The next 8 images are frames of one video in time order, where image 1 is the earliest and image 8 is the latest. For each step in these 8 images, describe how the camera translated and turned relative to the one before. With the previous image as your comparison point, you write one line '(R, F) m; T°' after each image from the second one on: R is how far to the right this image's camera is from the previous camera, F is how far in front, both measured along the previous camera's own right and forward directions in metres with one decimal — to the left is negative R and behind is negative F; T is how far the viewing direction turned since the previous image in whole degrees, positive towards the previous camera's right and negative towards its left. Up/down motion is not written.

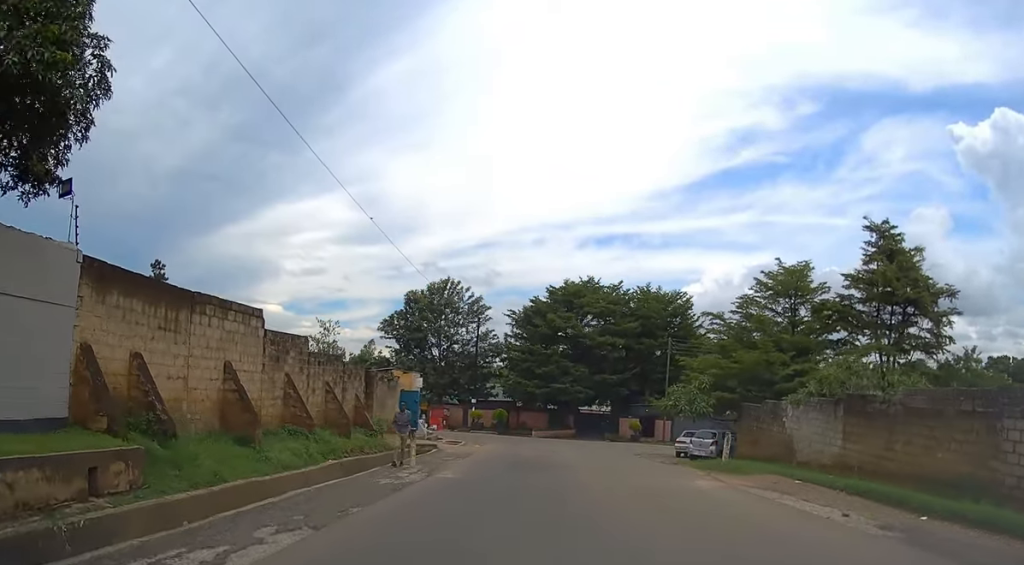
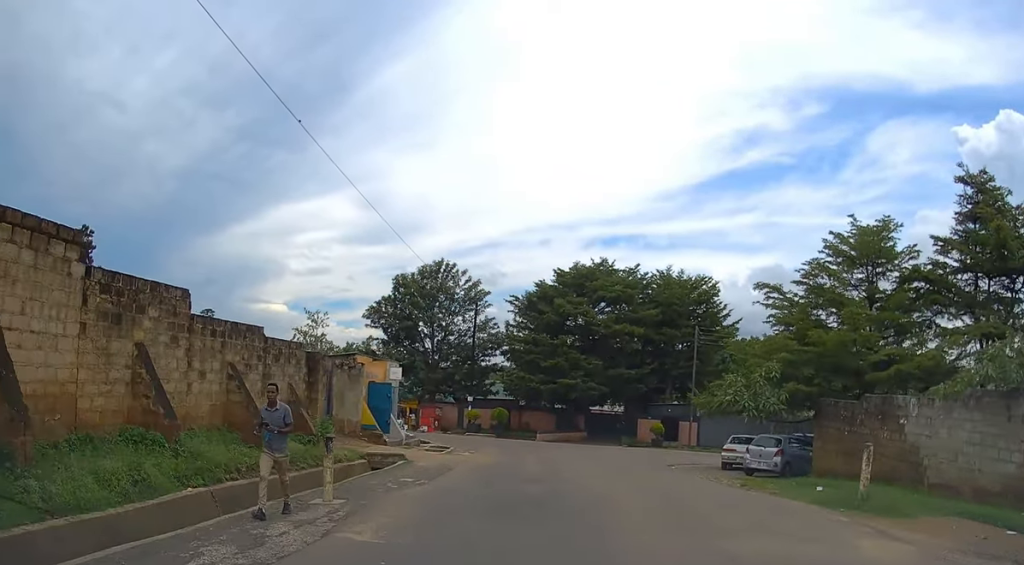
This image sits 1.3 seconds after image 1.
(+0.1, +8.4) m; 0°
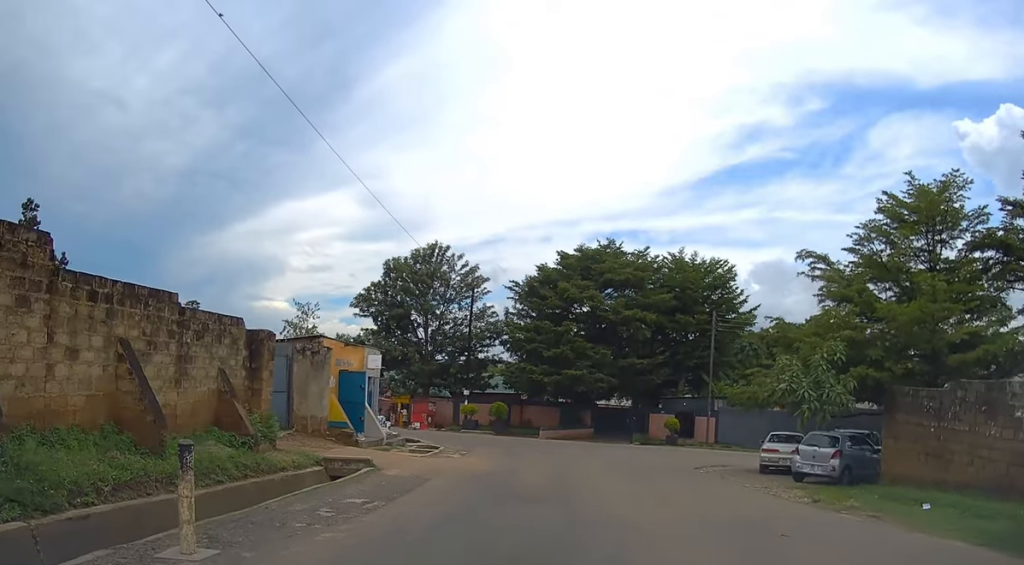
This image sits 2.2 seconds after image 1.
(0.0, +5.0) m; -1°
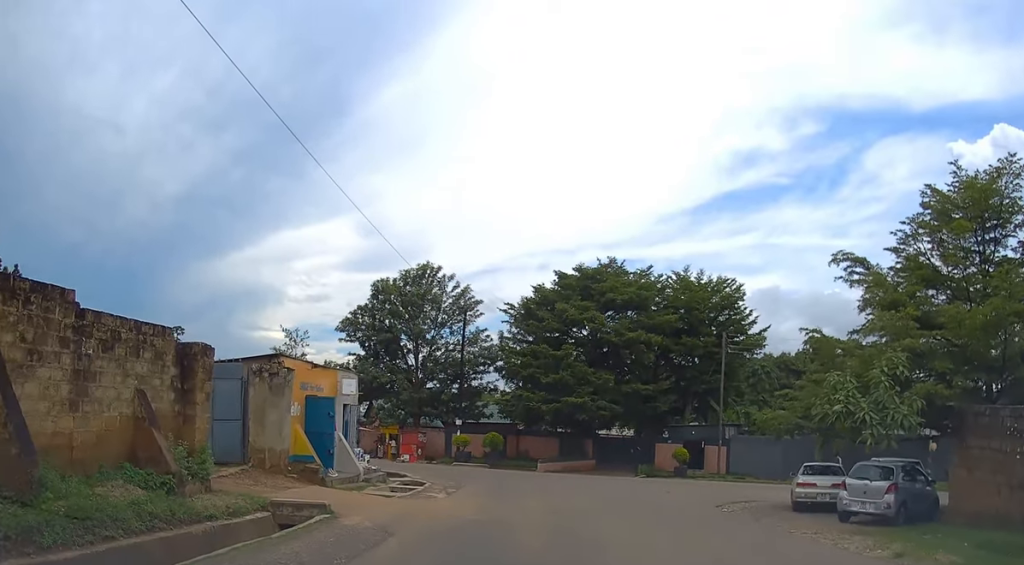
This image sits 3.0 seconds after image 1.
(-0.1, +3.8) m; -1°
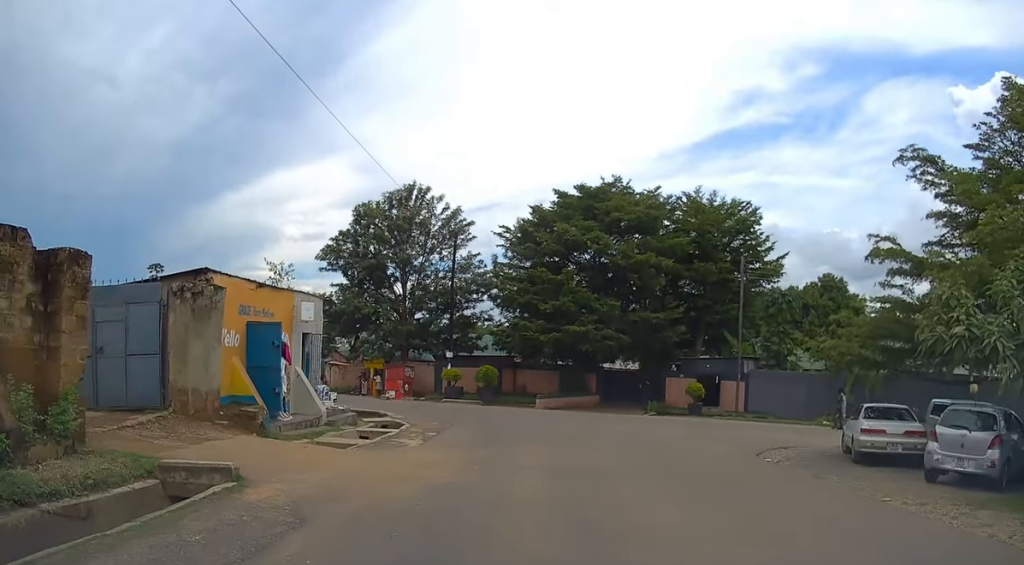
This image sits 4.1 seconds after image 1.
(+0.1, +4.4) m; +3°
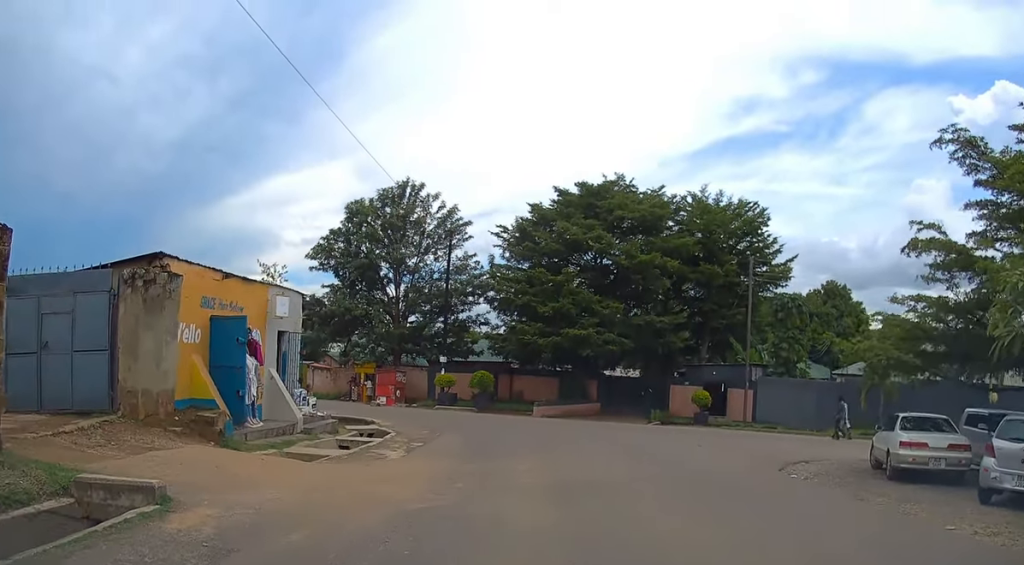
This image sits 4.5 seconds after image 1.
(+0.1, +1.9) m; 0°
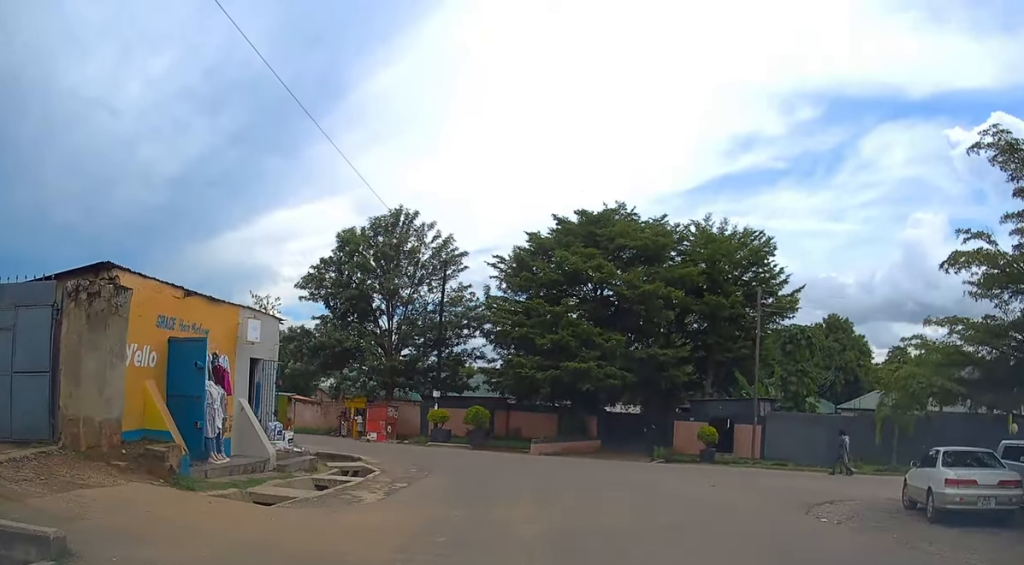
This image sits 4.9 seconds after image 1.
(+0.1, +1.7) m; 0°
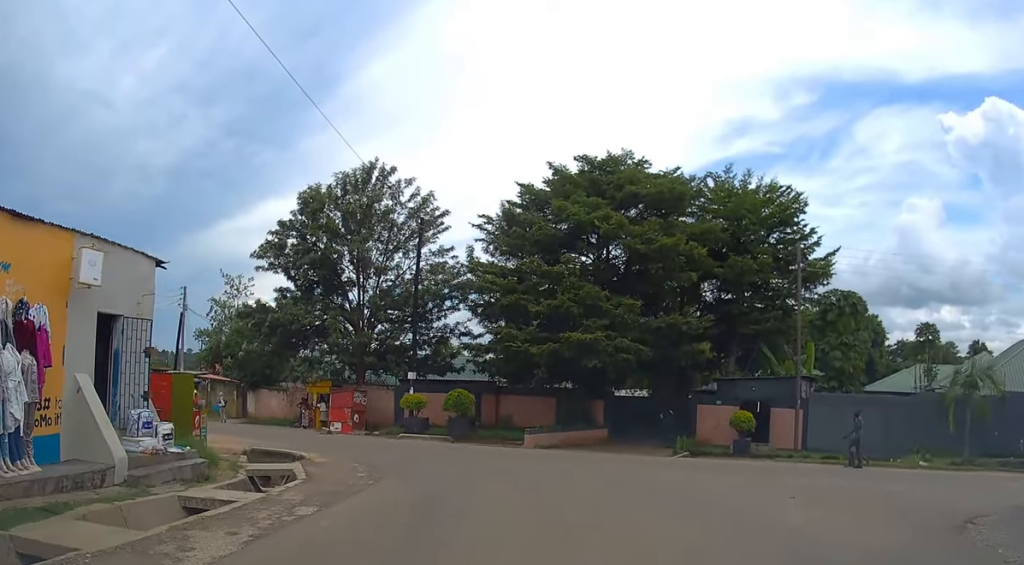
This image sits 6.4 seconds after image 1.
(-0.1, +6.3) m; +1°
